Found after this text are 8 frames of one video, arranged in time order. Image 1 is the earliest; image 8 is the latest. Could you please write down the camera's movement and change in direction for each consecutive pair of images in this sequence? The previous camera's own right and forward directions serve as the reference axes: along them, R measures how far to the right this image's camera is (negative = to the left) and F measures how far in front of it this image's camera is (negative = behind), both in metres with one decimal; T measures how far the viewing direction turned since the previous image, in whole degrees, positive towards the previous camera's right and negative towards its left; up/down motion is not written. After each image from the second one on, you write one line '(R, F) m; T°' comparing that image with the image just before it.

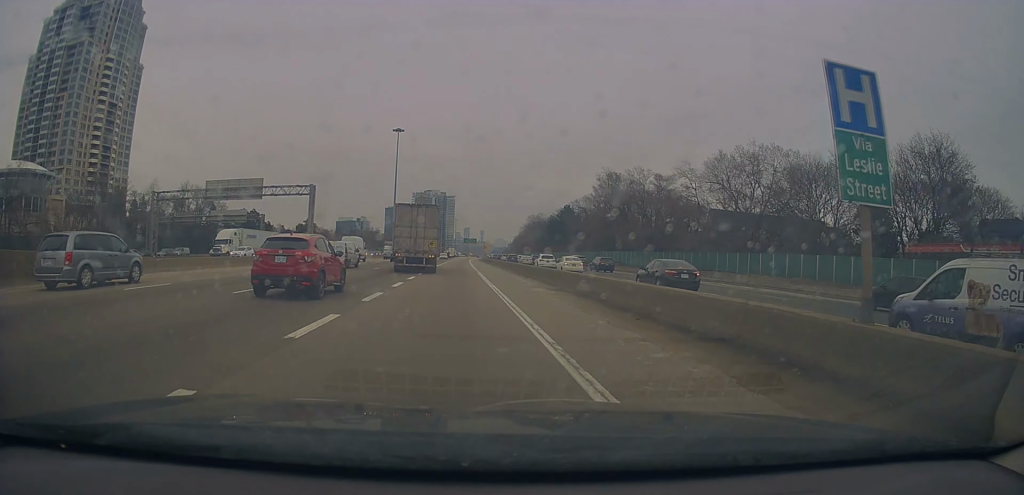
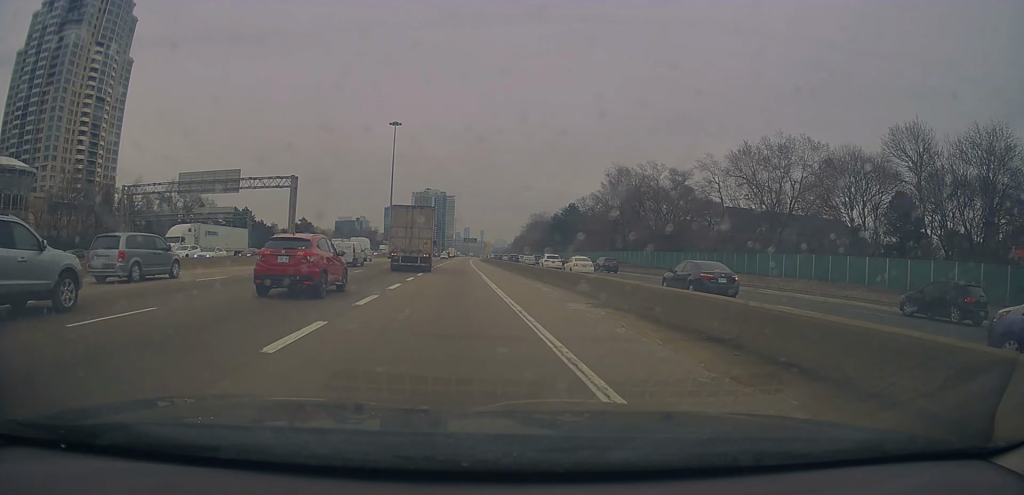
(0.0, +7.4) m; 0°
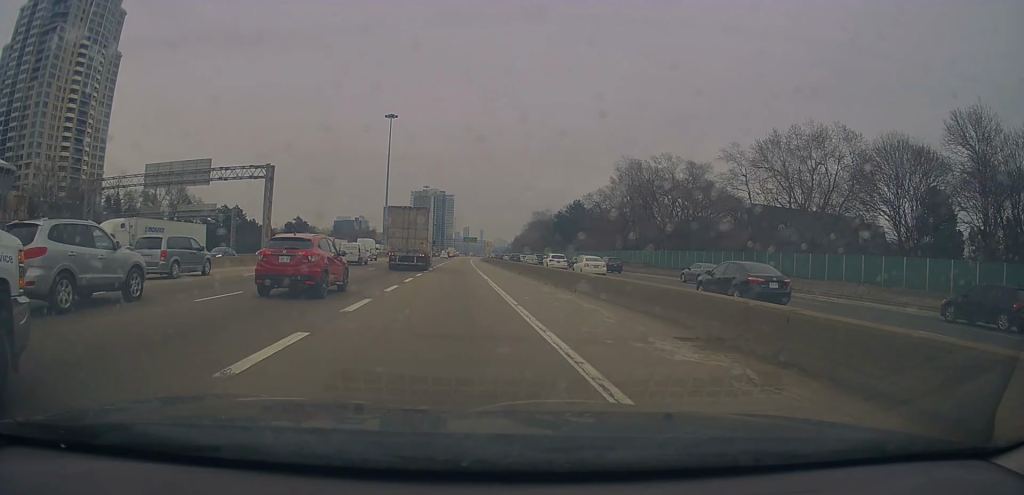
(0.0, +7.0) m; +1°
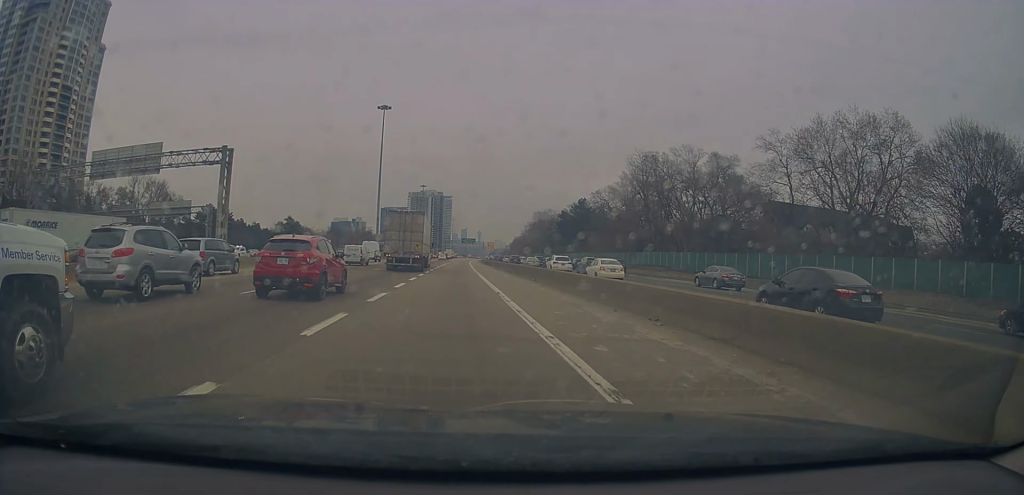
(+0.1, +8.8) m; 0°
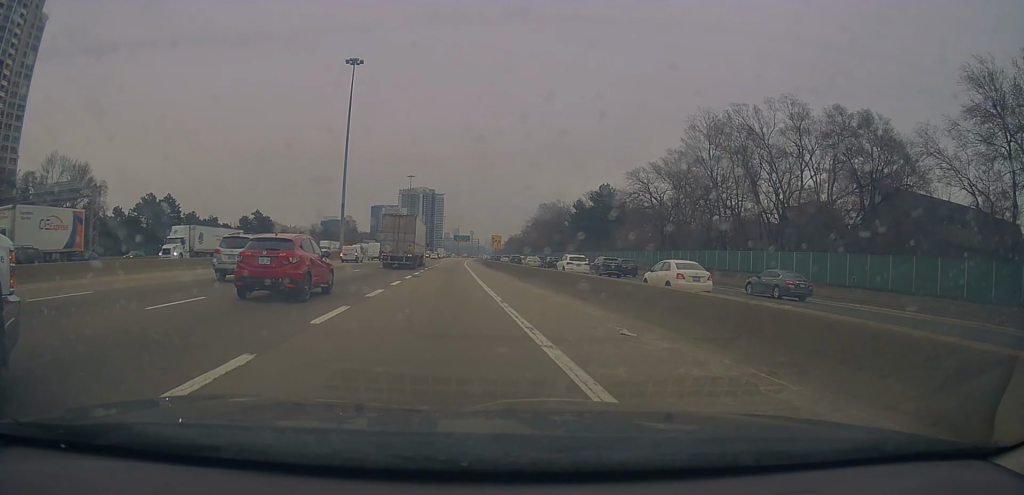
(-0.5, +26.9) m; -2°
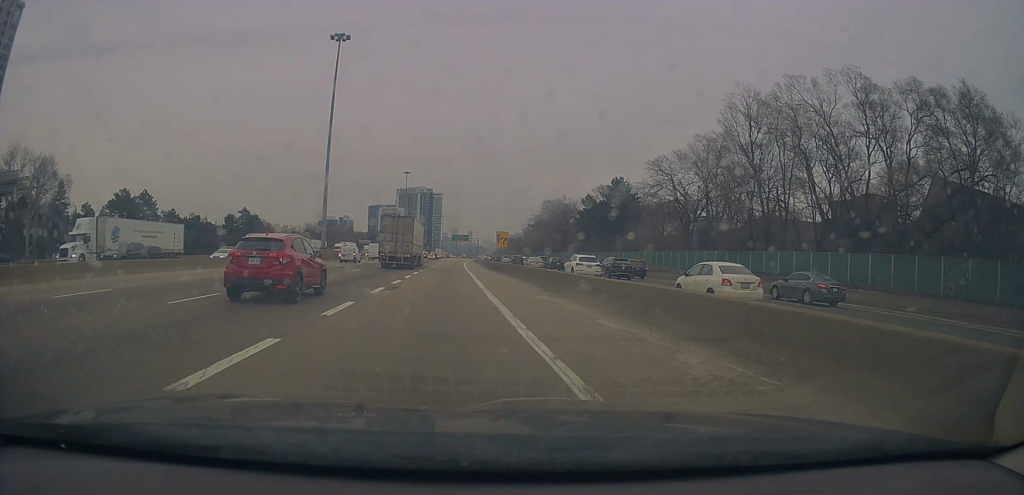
(0.0, +8.7) m; 0°
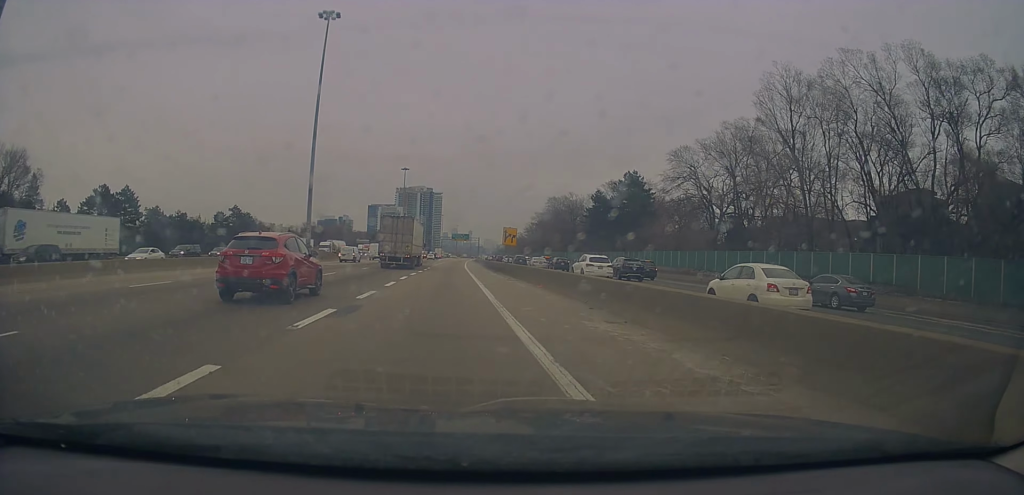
(-0.1, +6.2) m; +1°
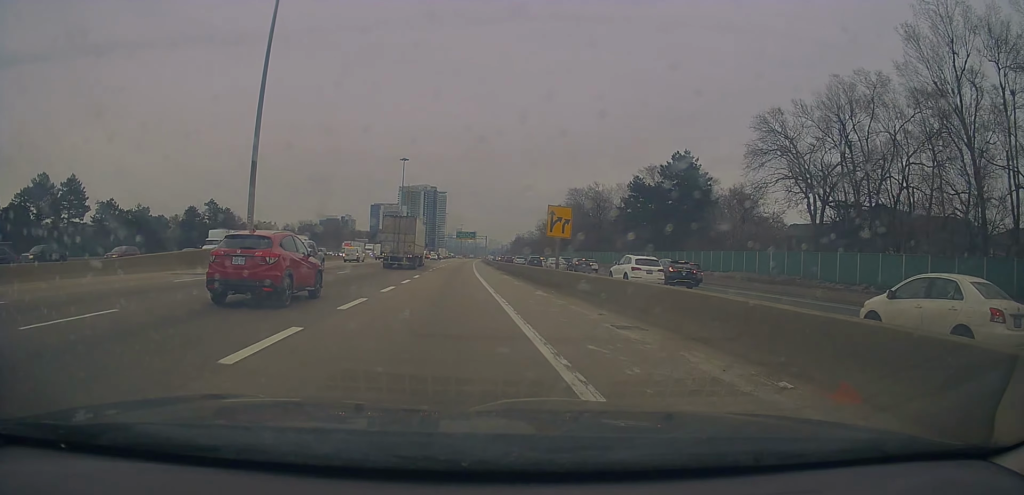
(+0.5, +18.0) m; +2°
